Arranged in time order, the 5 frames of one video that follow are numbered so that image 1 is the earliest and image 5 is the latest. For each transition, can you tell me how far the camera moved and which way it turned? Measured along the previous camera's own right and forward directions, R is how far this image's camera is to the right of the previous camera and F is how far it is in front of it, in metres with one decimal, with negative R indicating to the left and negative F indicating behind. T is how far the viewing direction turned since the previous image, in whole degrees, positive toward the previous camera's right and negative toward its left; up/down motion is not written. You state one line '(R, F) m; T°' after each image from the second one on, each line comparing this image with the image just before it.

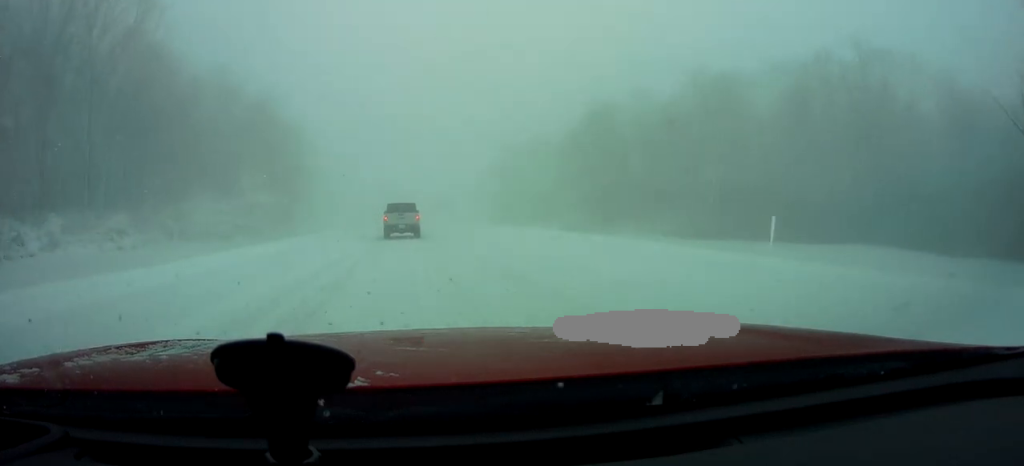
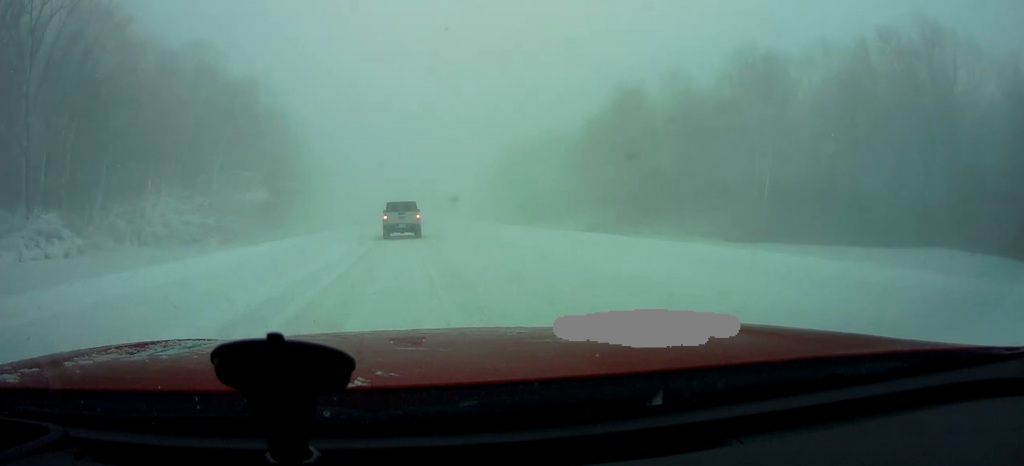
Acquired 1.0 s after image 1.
(+0.5, +7.8) m; -1°
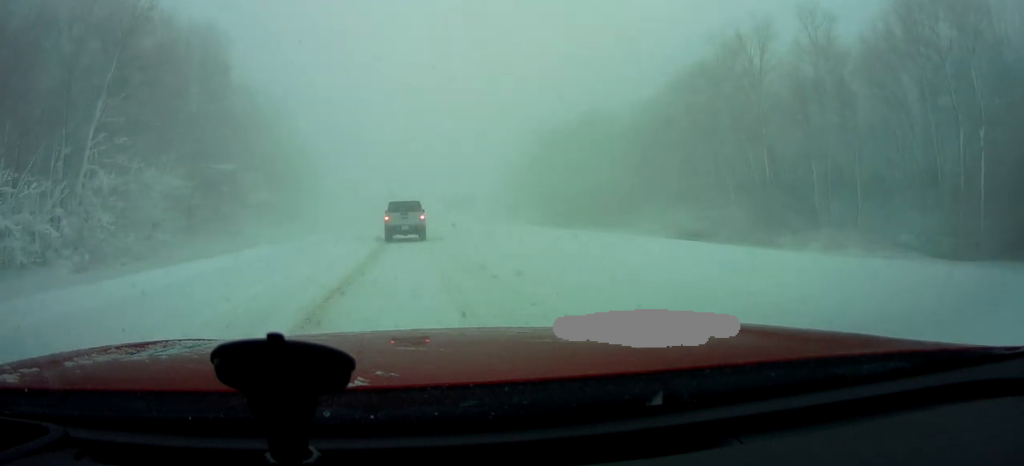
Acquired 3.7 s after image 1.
(-0.4, +20.0) m; 0°
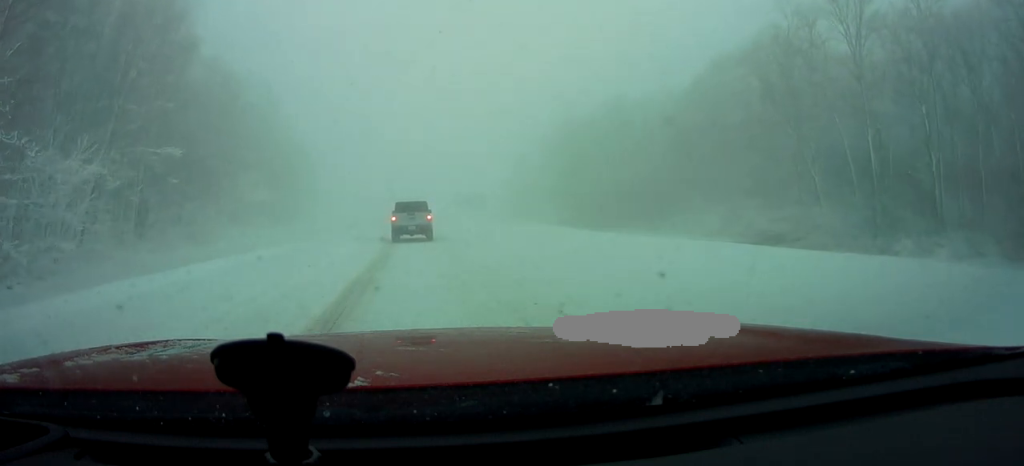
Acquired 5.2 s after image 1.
(+0.2, +9.2) m; -1°
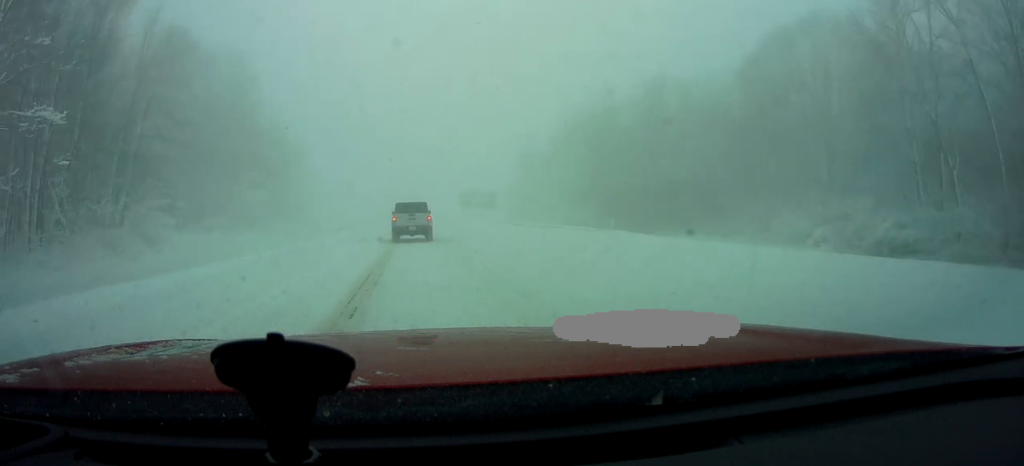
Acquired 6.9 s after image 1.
(+0.1, +9.9) m; 0°
